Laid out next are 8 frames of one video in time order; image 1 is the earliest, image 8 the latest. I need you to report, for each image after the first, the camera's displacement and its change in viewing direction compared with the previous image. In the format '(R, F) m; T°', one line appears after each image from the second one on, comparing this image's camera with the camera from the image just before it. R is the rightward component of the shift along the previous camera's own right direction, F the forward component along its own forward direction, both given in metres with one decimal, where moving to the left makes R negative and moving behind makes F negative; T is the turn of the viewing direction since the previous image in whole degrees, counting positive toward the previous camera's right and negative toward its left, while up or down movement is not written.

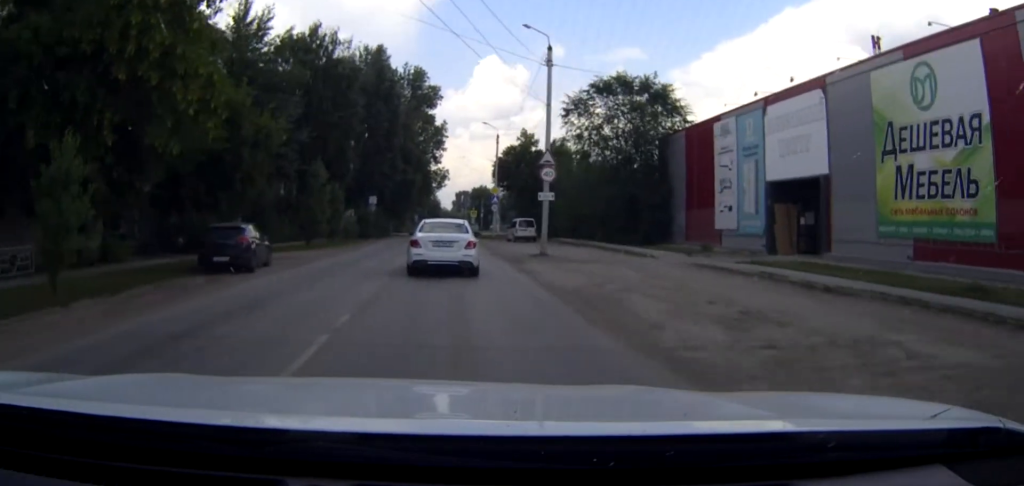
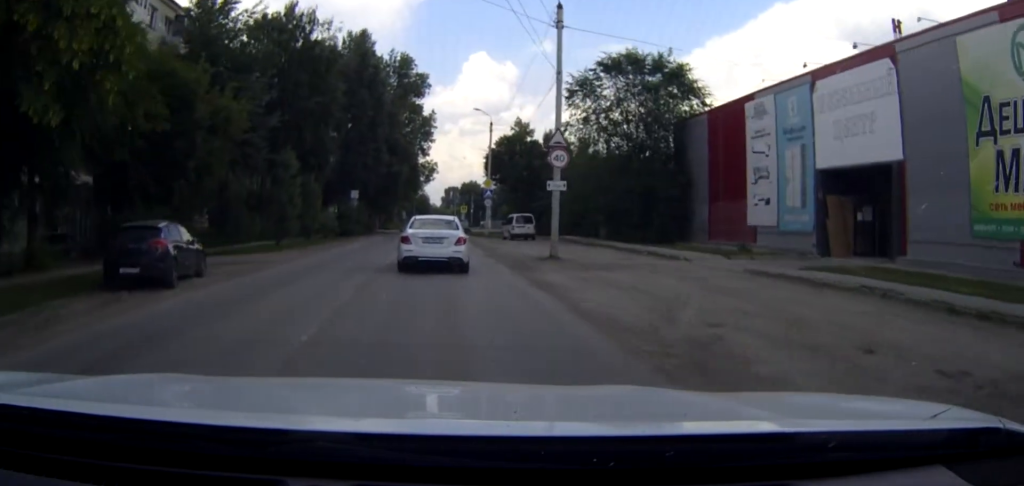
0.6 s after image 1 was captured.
(+0.1, +5.8) m; +1°
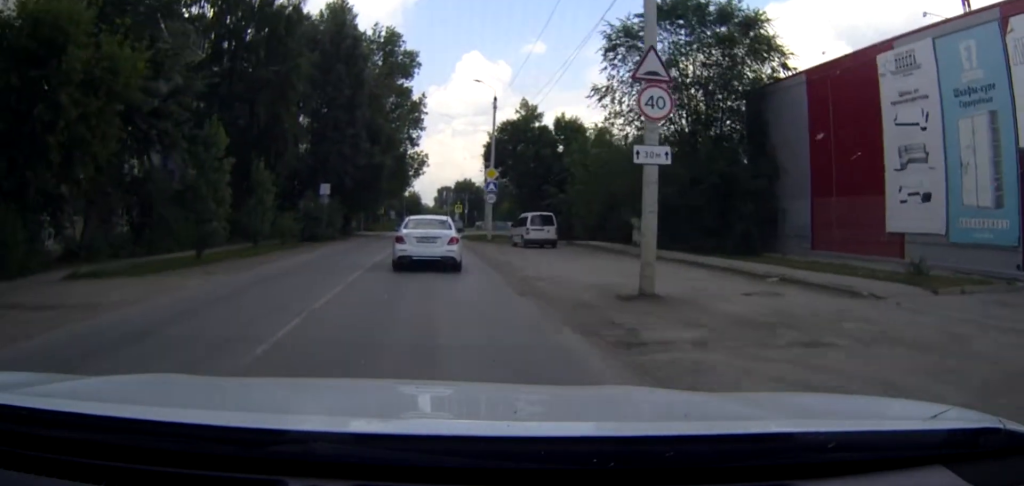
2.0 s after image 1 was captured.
(+0.2, +12.9) m; +1°
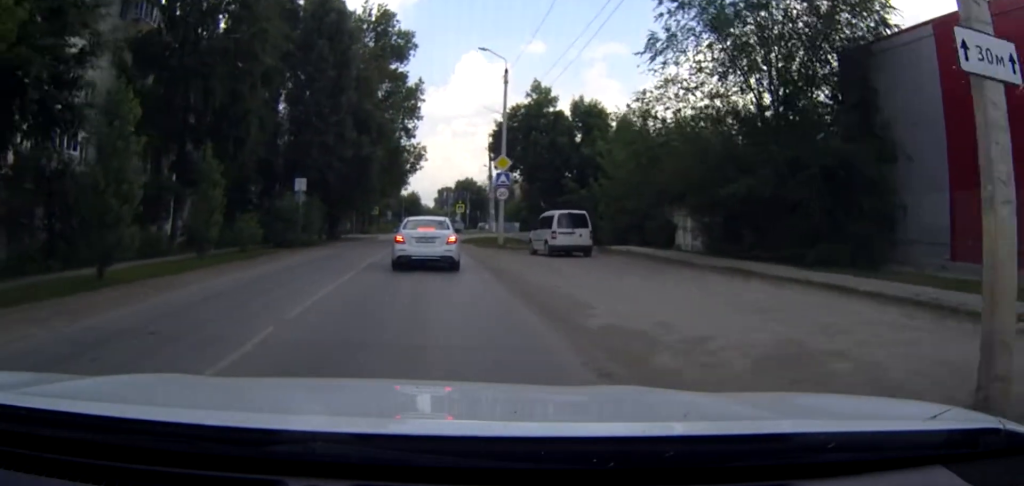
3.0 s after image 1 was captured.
(0.0, +9.5) m; 0°
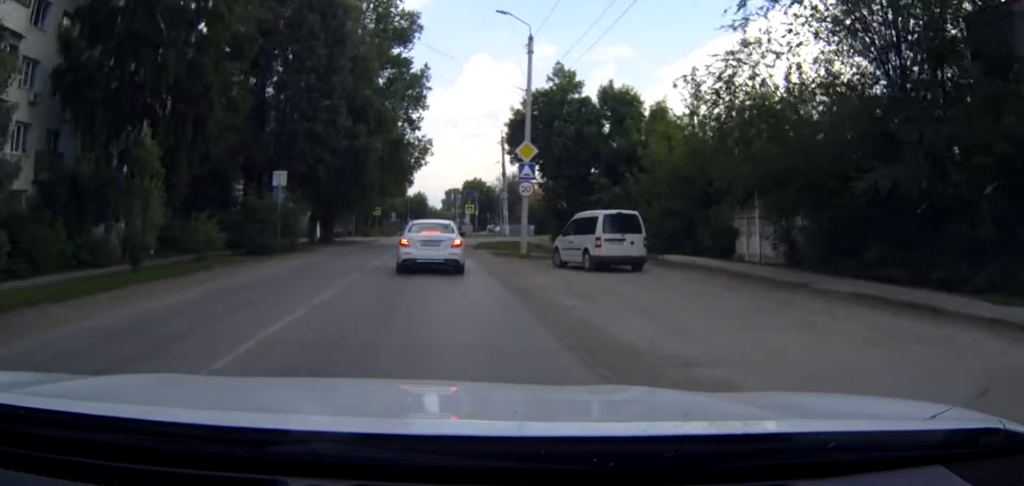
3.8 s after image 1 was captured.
(0.0, +7.7) m; -1°
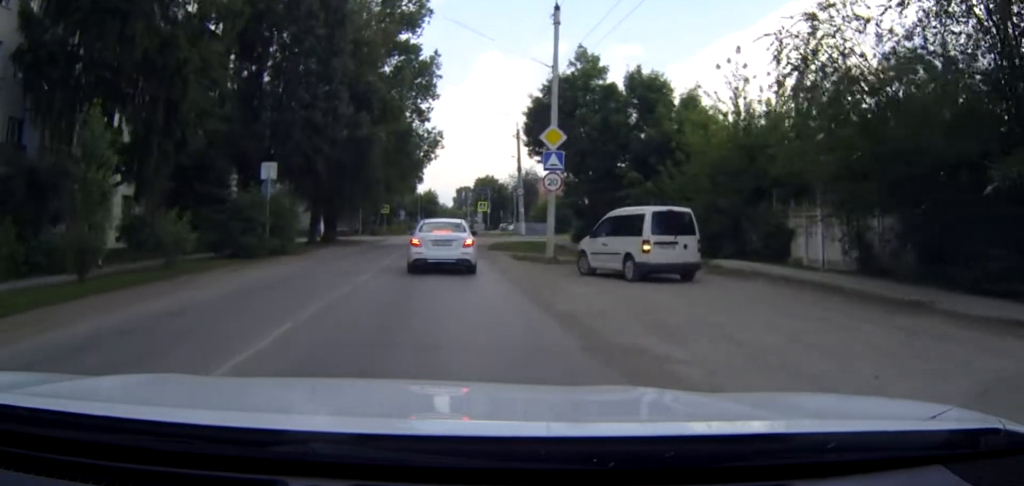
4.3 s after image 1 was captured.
(0.0, +4.6) m; 0°
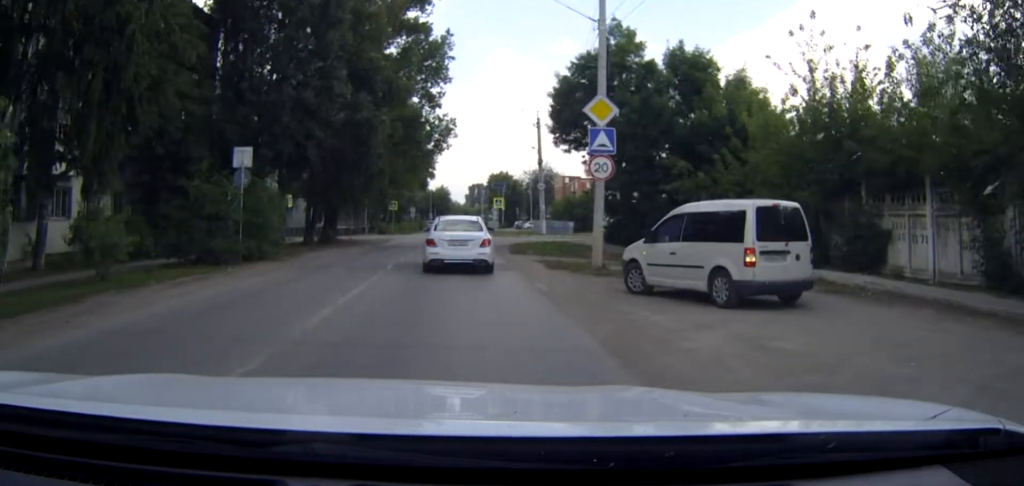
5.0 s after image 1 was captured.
(0.0, +6.3) m; -1°
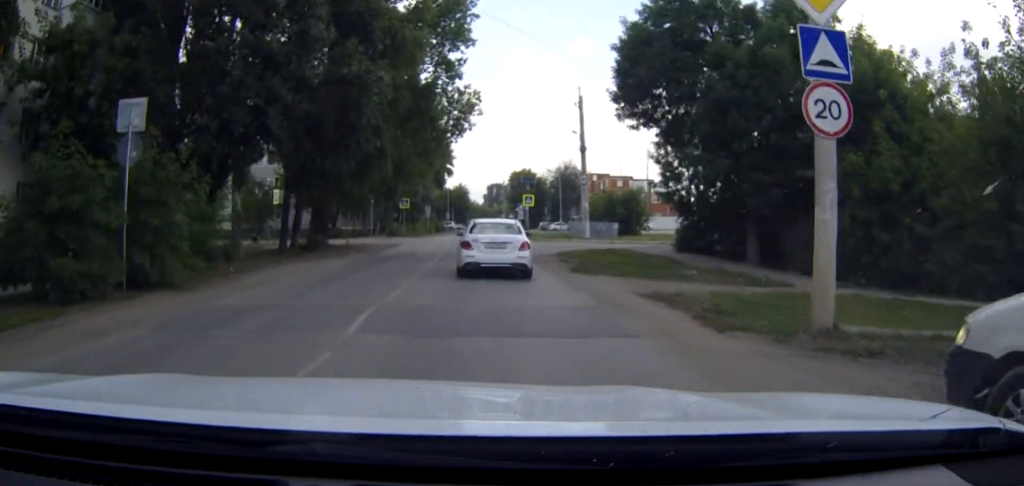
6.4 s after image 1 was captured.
(-0.2, +11.9) m; 0°
